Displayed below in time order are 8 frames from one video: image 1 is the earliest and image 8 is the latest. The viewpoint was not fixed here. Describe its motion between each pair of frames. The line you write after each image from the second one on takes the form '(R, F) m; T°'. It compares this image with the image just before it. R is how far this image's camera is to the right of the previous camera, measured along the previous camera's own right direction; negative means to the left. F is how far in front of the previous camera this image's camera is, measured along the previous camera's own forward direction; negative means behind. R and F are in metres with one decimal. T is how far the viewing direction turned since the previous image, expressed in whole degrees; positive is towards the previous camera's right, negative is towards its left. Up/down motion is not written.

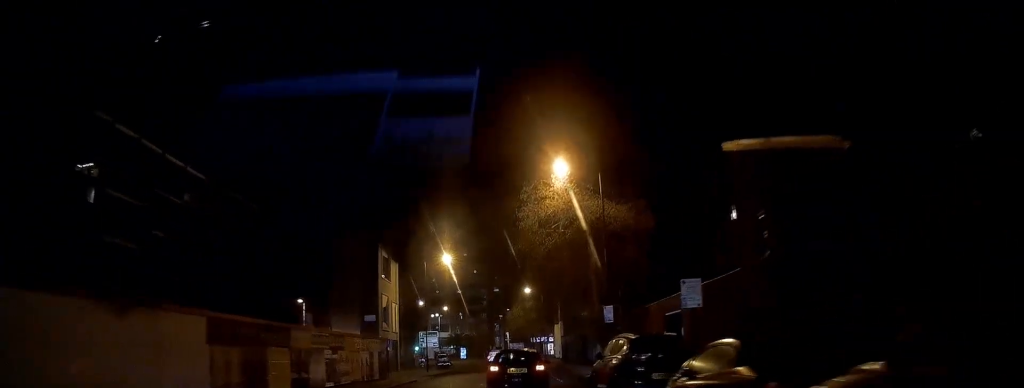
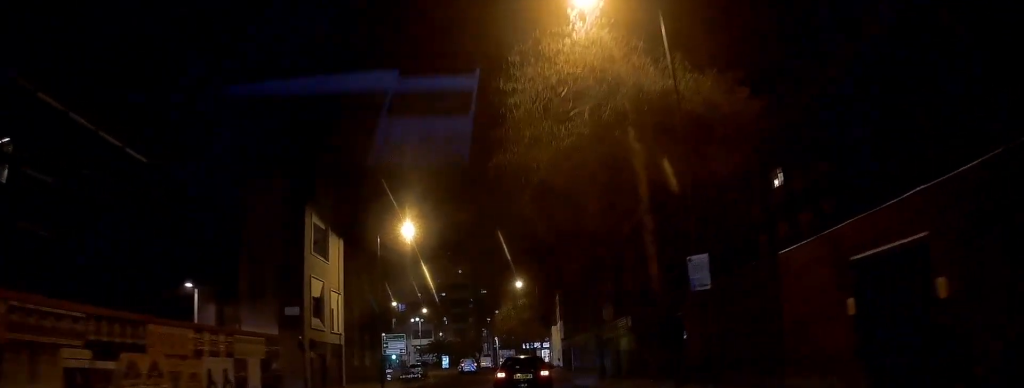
(0.0, +15.6) m; +1°
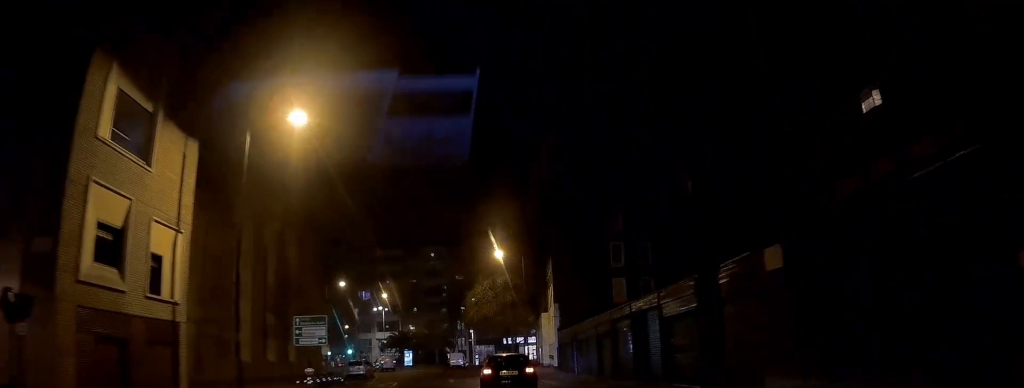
(+0.2, +18.7) m; +1°
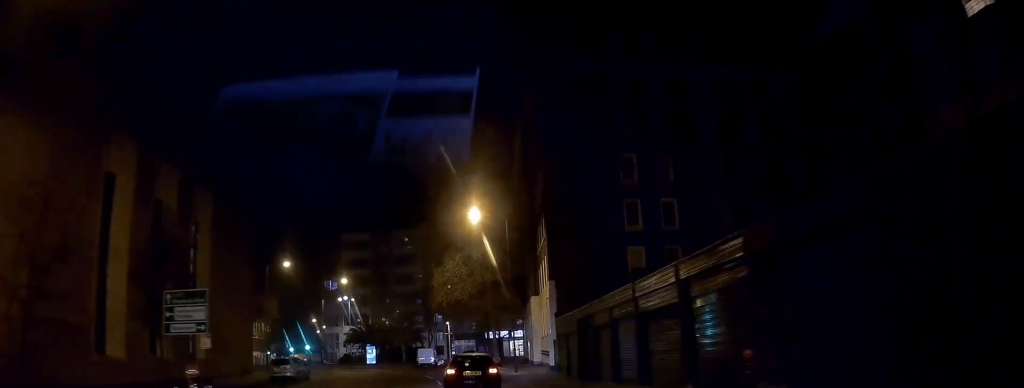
(+0.1, +13.5) m; +1°
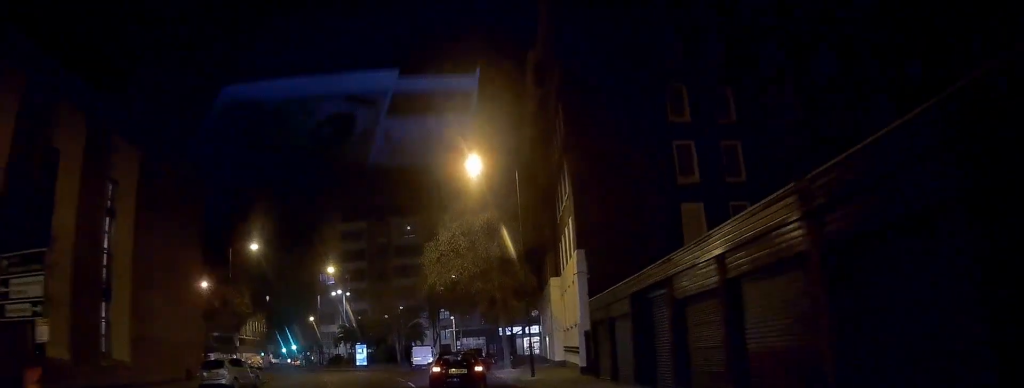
(+0.1, +10.6) m; 0°
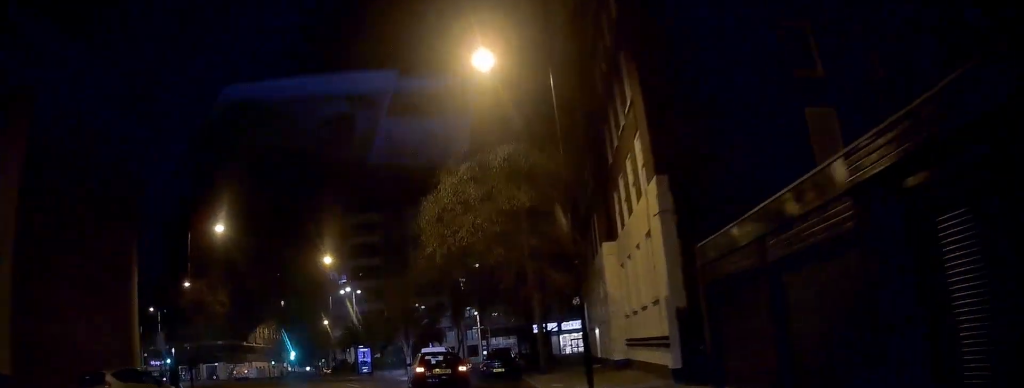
(-0.1, +11.4) m; -2°
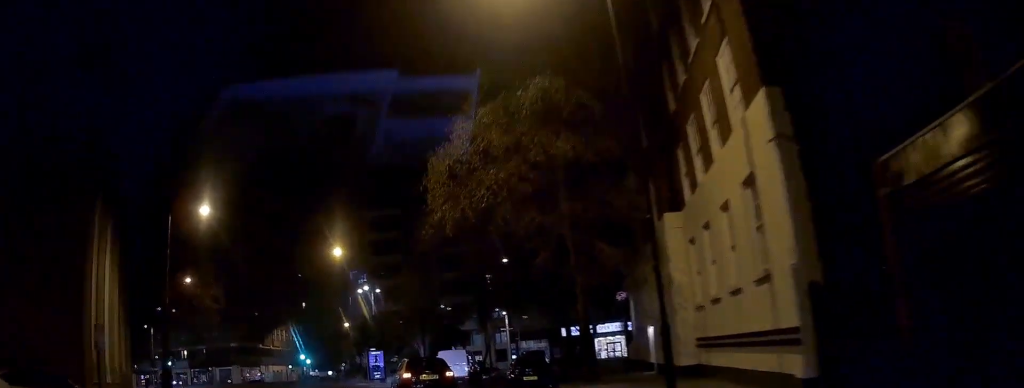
(-0.2, +6.3) m; -1°
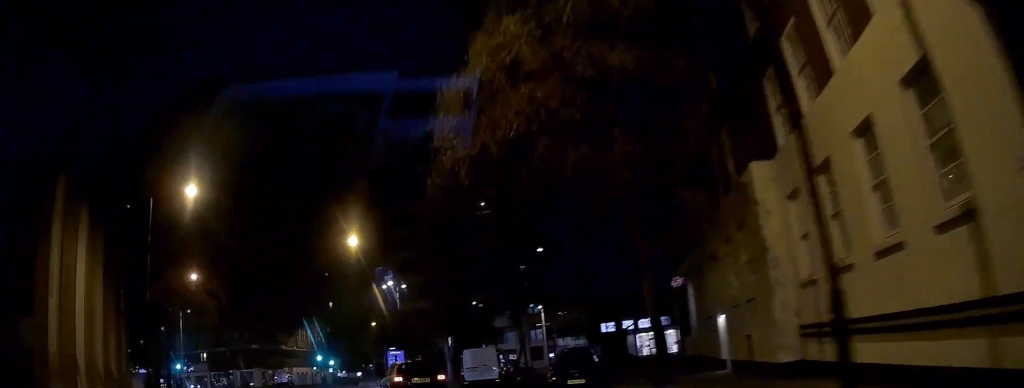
(-0.1, +5.4) m; -1°
